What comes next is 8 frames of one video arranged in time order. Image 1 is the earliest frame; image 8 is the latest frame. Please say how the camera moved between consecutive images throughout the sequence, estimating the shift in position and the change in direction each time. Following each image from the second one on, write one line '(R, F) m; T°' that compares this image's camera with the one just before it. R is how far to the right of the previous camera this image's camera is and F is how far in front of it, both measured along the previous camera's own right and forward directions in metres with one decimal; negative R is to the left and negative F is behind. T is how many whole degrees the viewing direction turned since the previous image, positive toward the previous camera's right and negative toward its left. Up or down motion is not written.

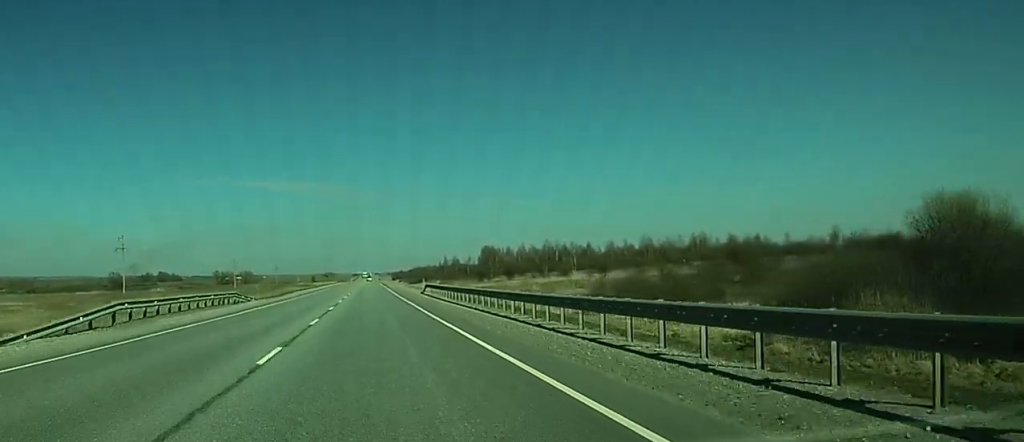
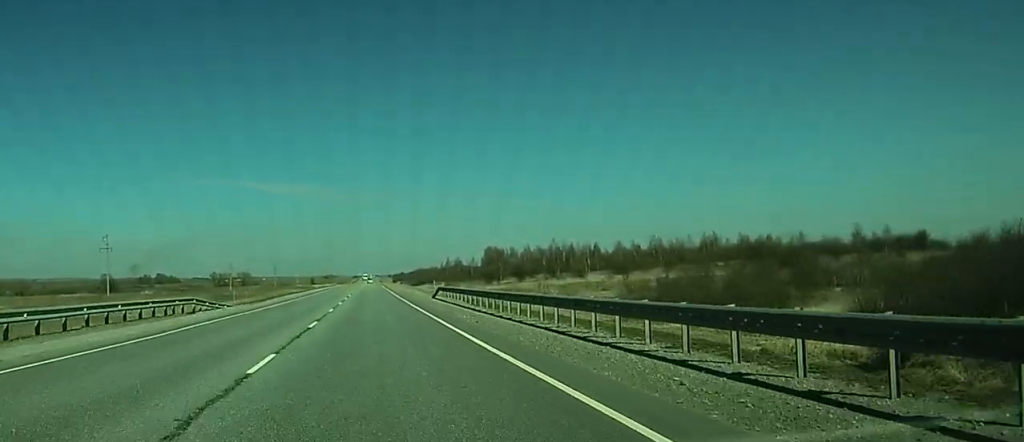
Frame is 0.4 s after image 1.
(+0.4, +13.8) m; +1°
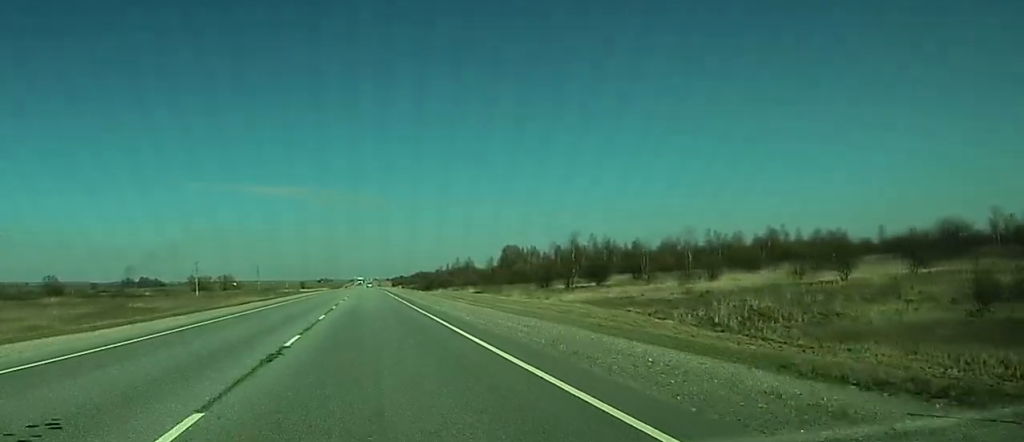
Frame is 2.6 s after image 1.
(+1.9, +70.5) m; +2°
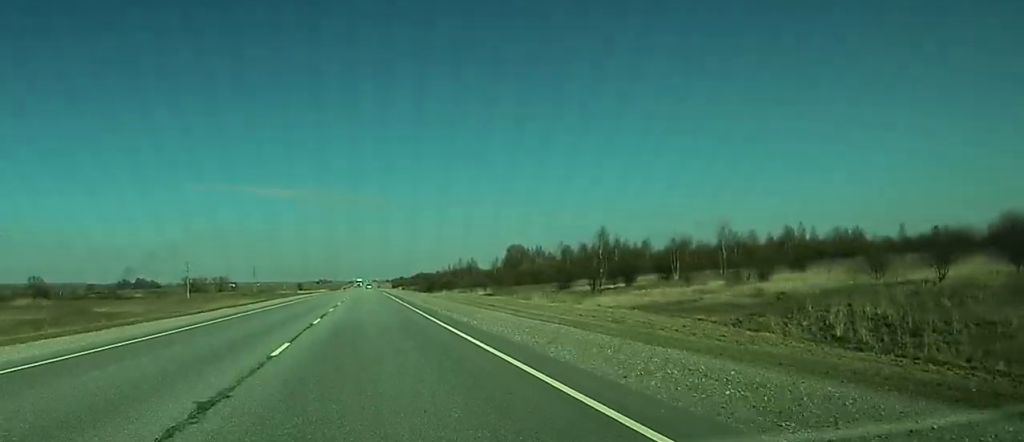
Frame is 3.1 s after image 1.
(0.0, +15.0) m; 0°
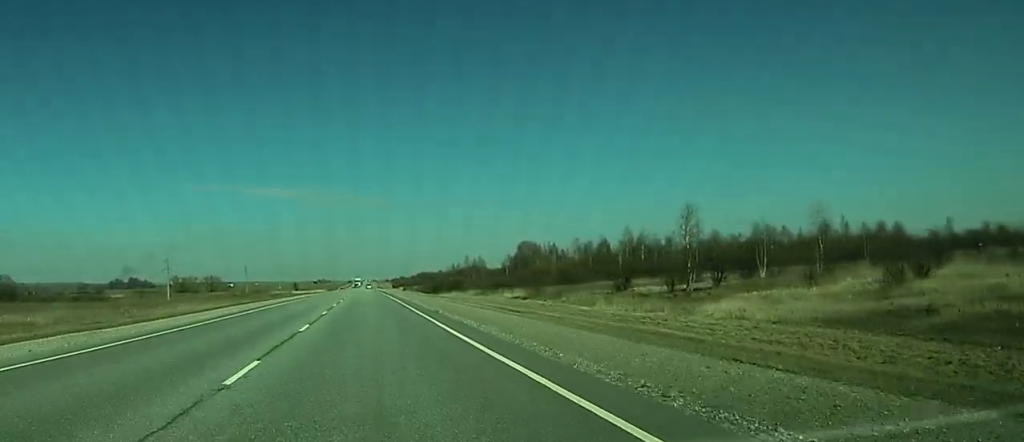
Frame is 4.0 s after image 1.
(0.0, +30.1) m; 0°
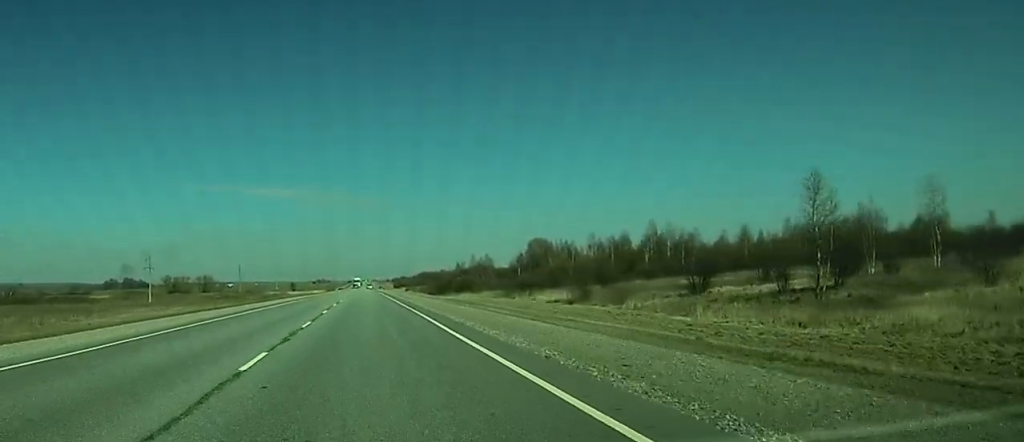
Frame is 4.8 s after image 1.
(+0.1, +23.6) m; 0°
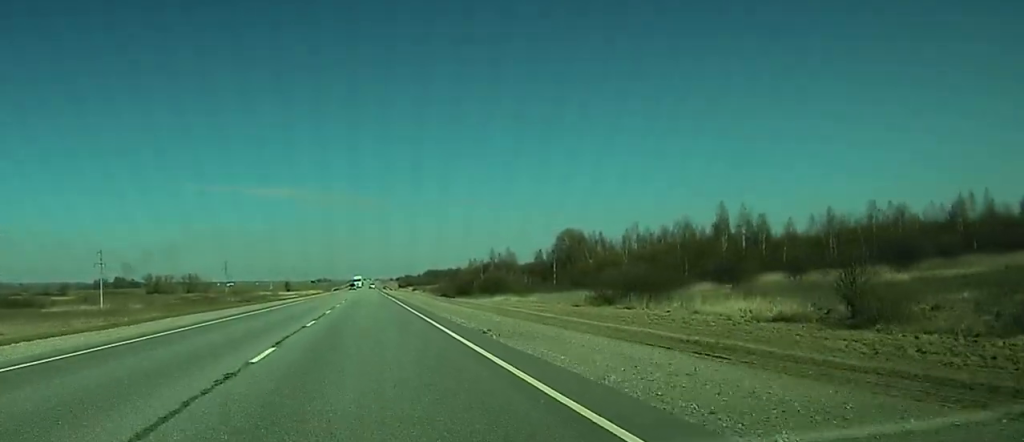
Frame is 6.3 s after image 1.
(0.0, +49.3) m; 0°
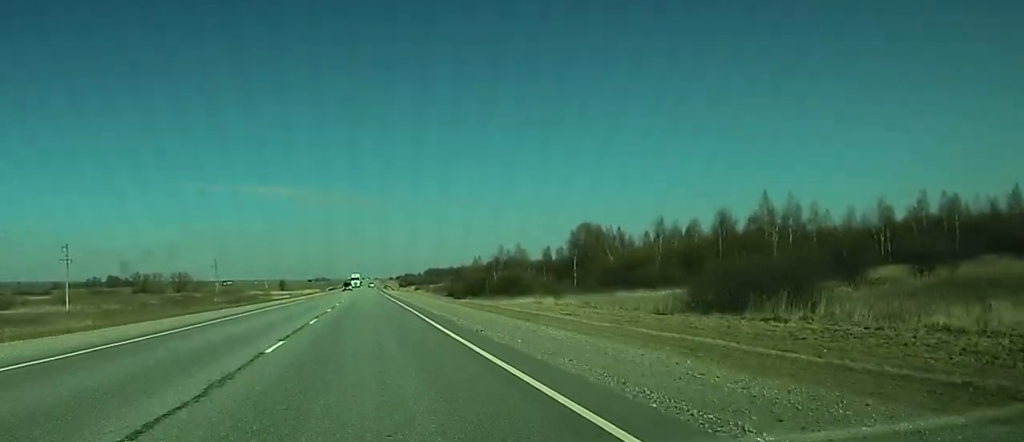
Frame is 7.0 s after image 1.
(-0.1, +23.5) m; 0°
